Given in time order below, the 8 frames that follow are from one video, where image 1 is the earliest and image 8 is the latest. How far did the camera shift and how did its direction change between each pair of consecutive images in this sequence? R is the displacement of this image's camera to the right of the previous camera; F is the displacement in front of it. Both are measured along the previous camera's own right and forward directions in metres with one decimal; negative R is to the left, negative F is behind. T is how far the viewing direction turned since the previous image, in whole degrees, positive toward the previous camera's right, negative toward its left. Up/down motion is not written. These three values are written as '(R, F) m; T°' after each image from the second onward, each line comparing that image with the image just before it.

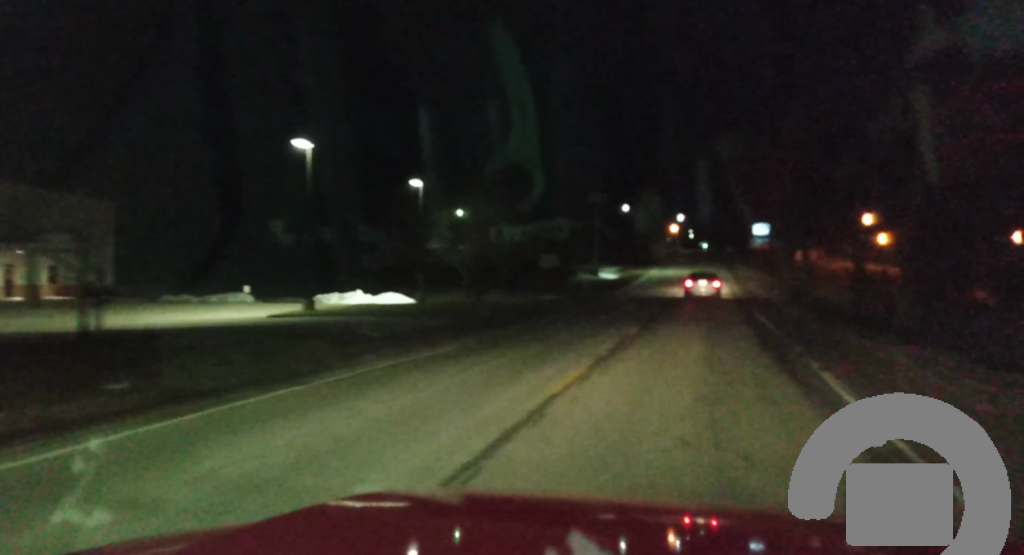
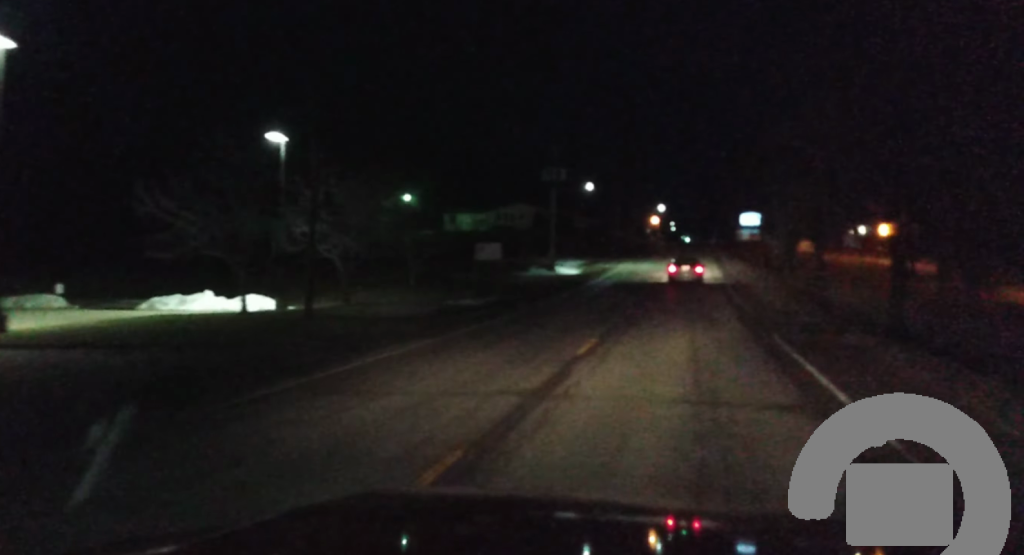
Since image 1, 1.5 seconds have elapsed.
(+0.2, +20.3) m; -1°
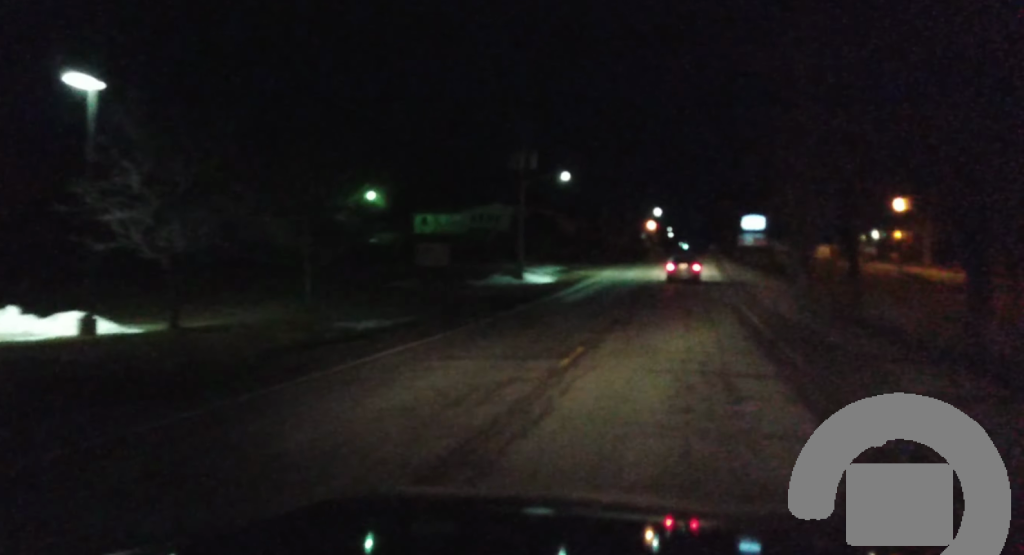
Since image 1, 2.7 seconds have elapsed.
(-0.5, +14.6) m; -2°
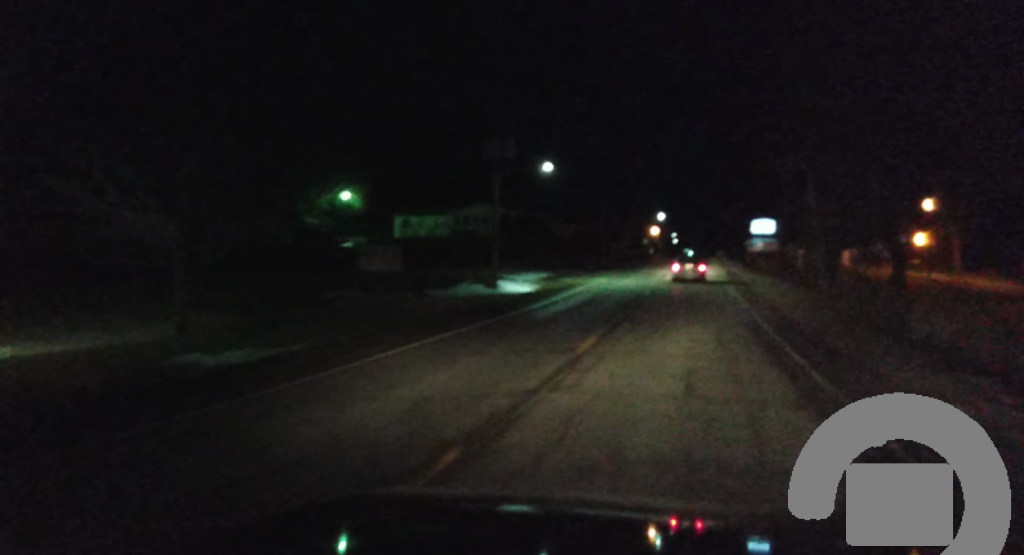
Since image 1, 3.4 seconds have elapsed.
(0.0, +10.0) m; -1°
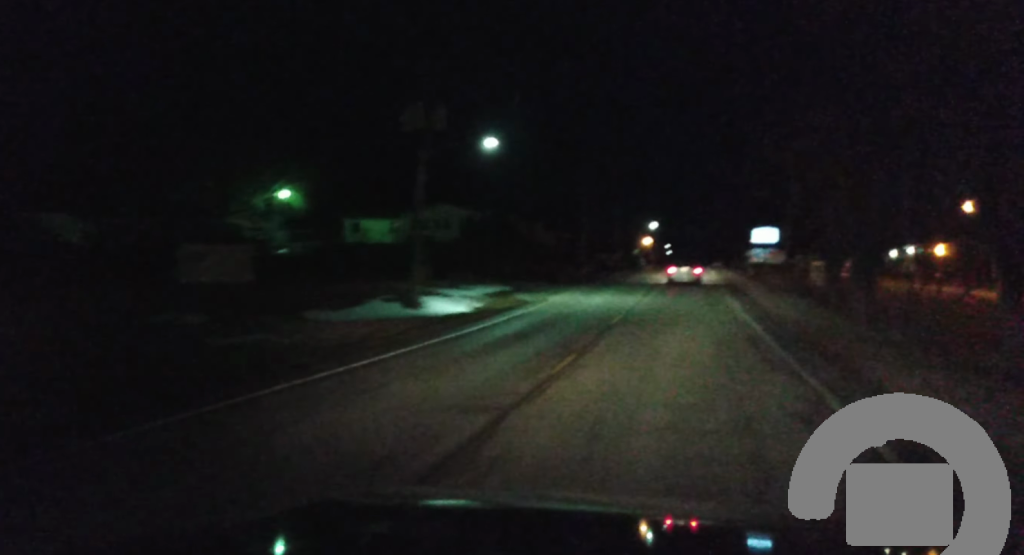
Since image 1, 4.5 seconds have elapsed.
(-0.2, +14.8) m; -1°
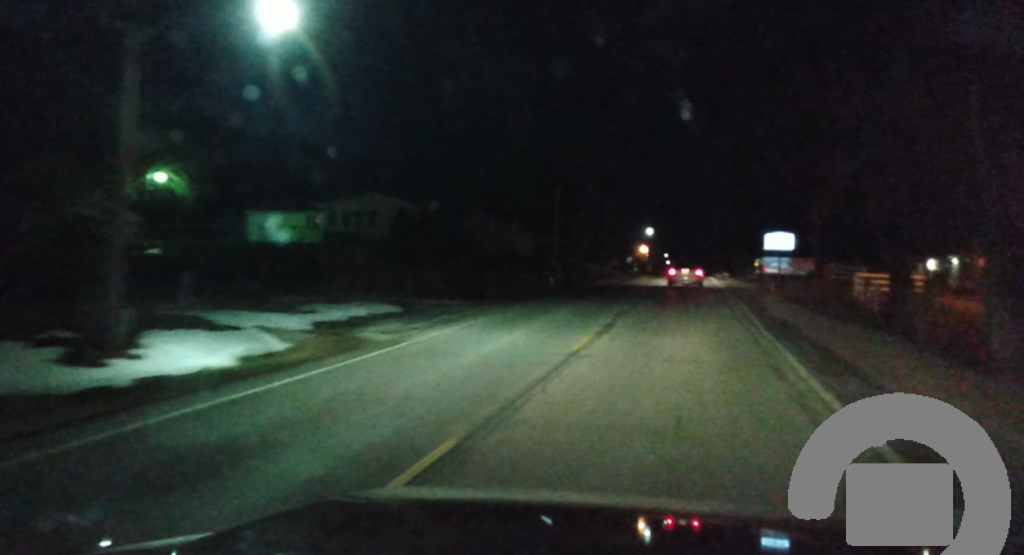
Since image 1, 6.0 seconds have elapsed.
(+0.3, +20.7) m; +2°
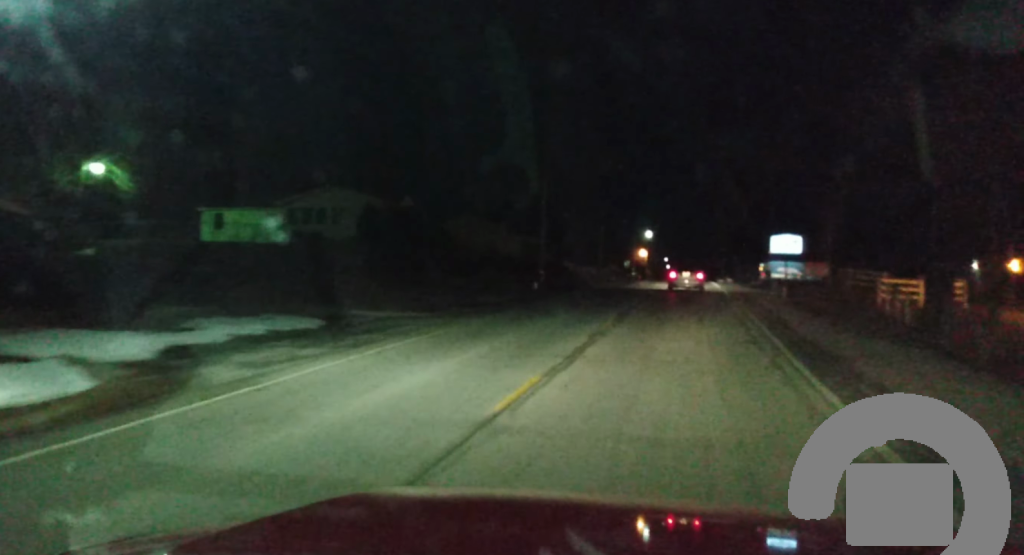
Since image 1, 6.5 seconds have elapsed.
(+0.1, +6.9) m; 0°
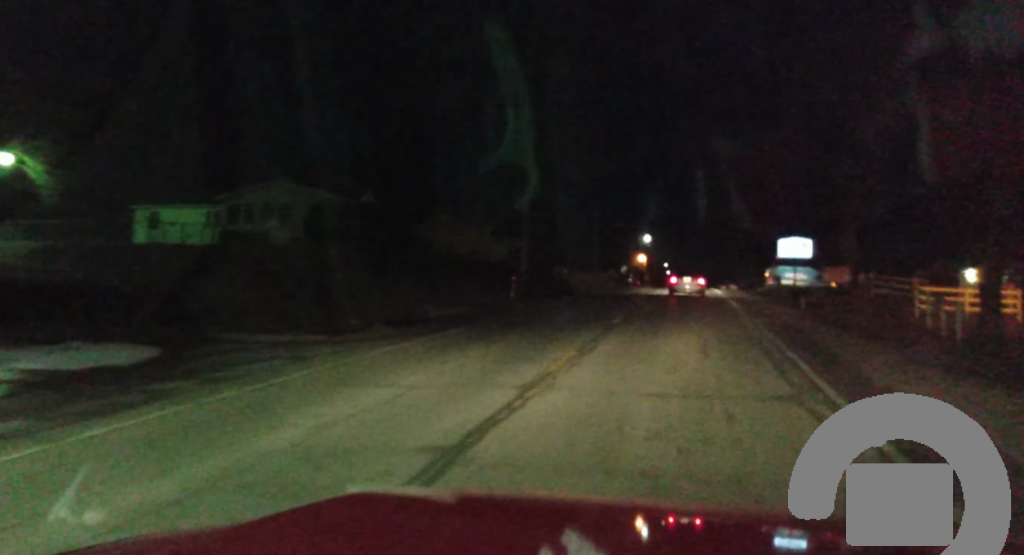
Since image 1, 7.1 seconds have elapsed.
(-0.1, +8.0) m; 0°
